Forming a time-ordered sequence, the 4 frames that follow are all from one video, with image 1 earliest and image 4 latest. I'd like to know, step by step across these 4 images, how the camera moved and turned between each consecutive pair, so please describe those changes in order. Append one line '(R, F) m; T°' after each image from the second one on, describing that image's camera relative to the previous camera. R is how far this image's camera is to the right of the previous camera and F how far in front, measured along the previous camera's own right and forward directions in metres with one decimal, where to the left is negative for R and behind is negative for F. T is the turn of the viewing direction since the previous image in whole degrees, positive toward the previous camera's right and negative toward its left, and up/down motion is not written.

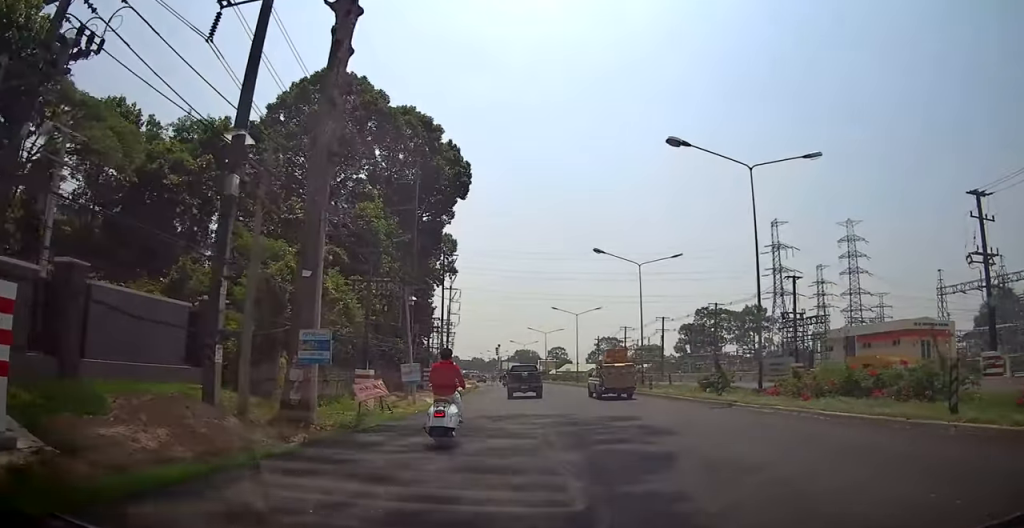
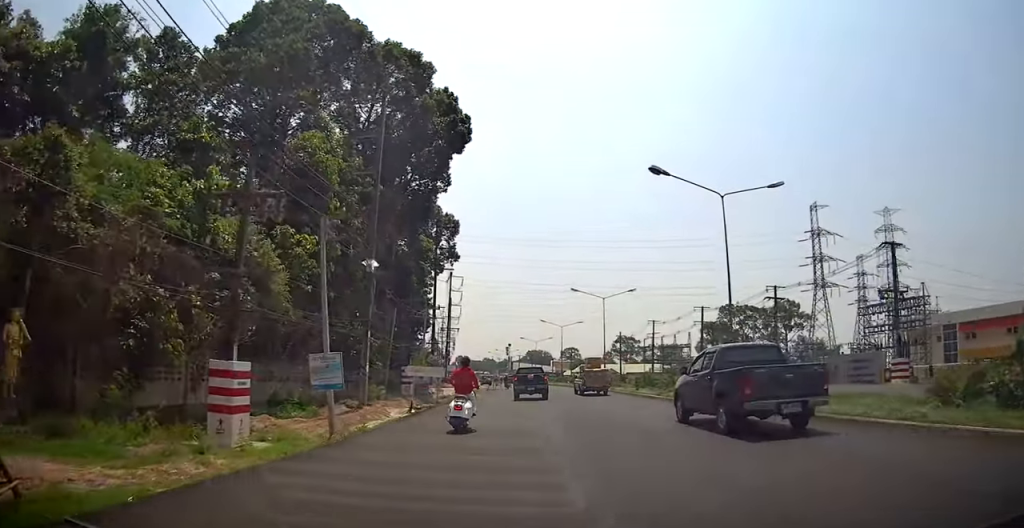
(-0.5, +17.3) m; -3°
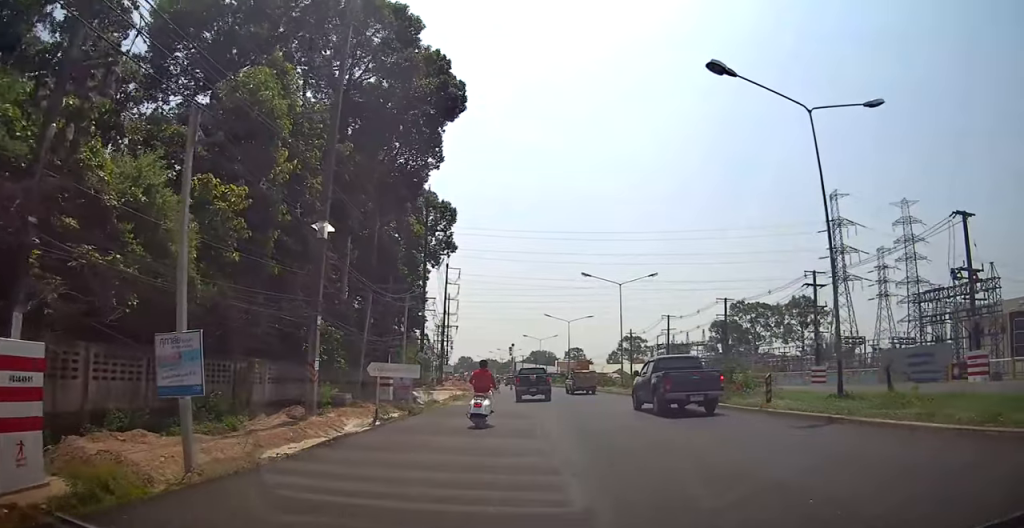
(0.0, +8.8) m; -1°
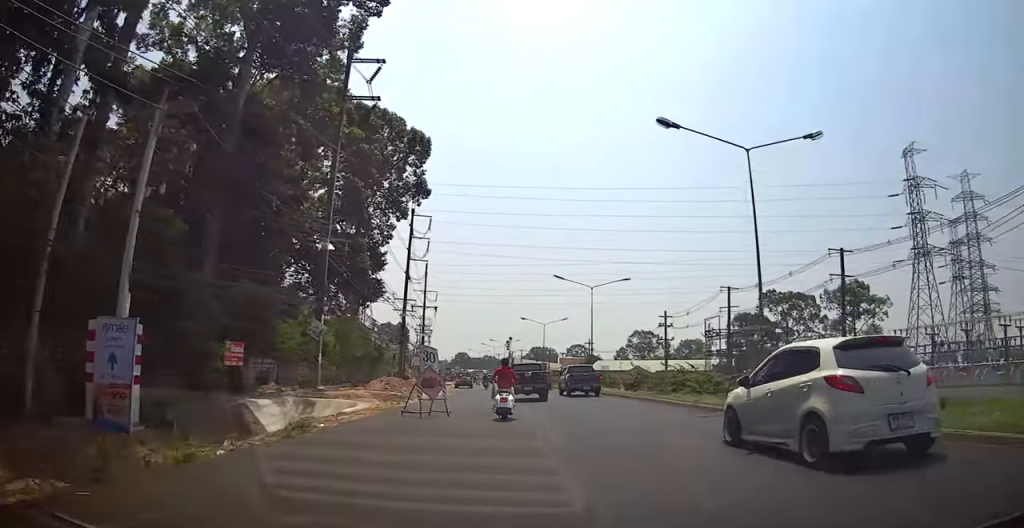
(+0.2, +28.2) m; 0°
